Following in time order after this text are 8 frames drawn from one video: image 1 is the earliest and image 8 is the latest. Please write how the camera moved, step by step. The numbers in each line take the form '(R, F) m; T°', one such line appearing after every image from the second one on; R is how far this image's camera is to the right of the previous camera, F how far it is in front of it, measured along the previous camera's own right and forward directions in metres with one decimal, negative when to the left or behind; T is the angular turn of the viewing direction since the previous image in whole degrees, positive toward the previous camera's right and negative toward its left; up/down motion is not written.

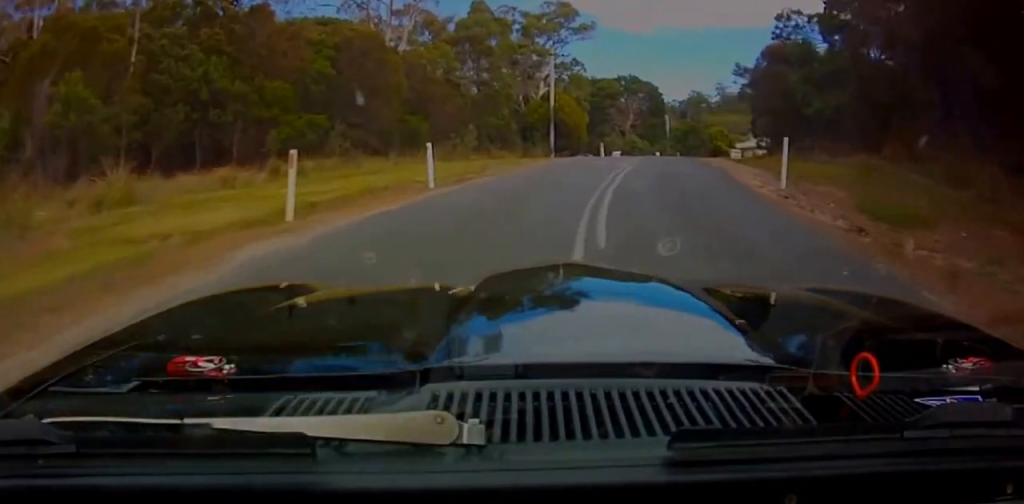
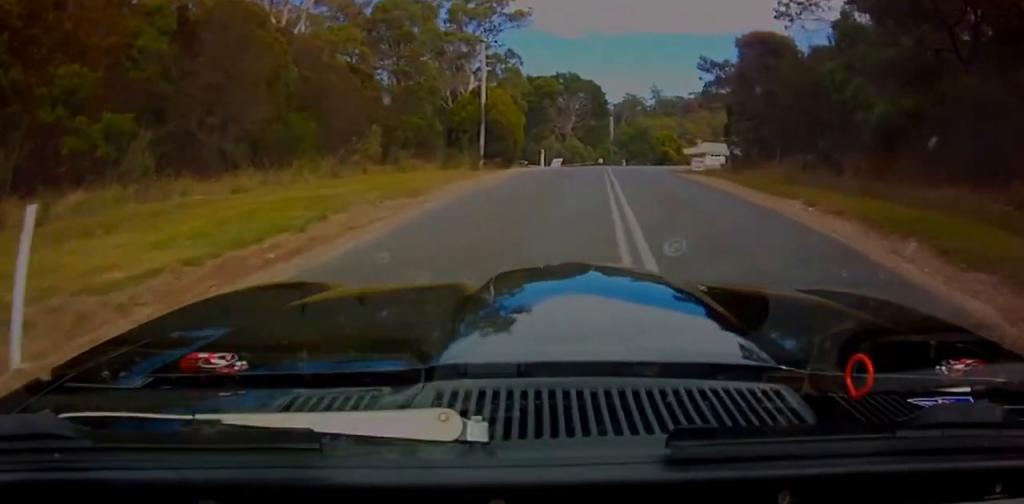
(+2.4, +11.1) m; +9°
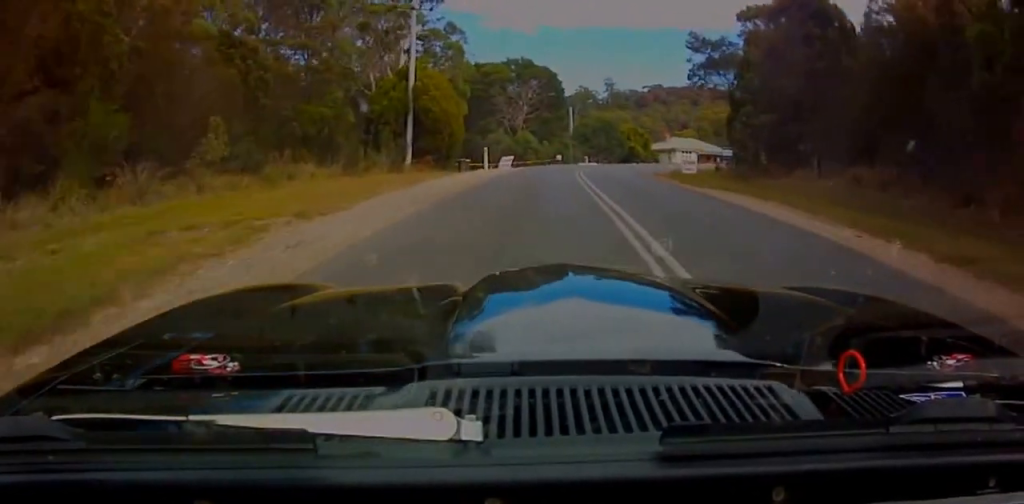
(+0.8, +11.4) m; +4°
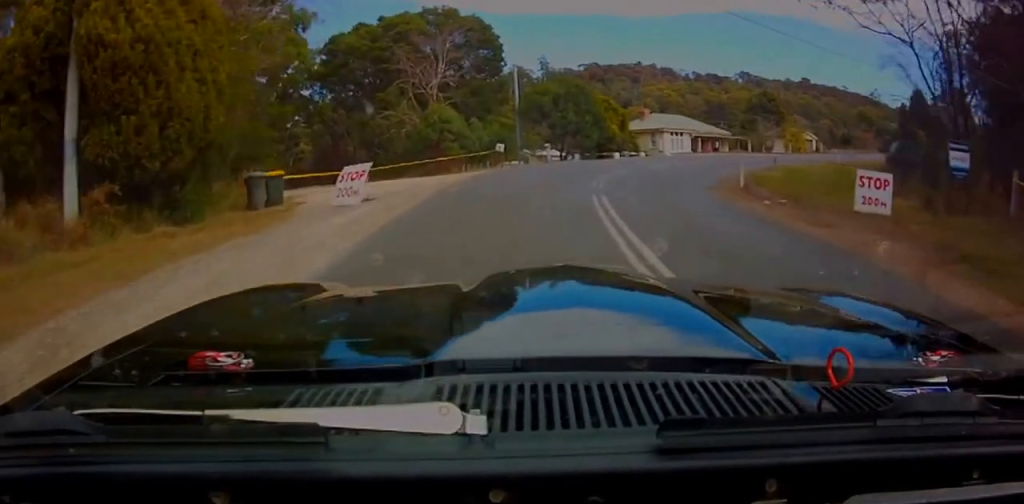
(+1.1, +28.6) m; +9°
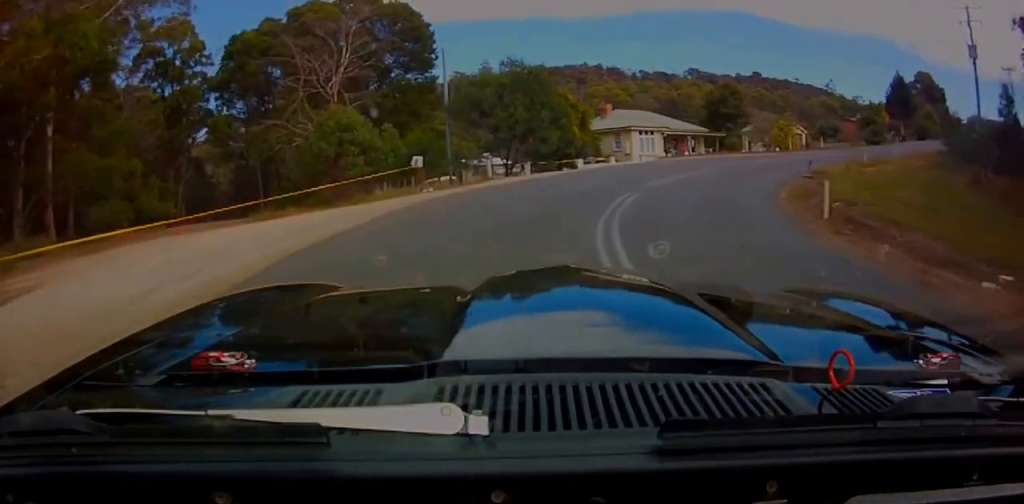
(+0.7, +10.7) m; +9°
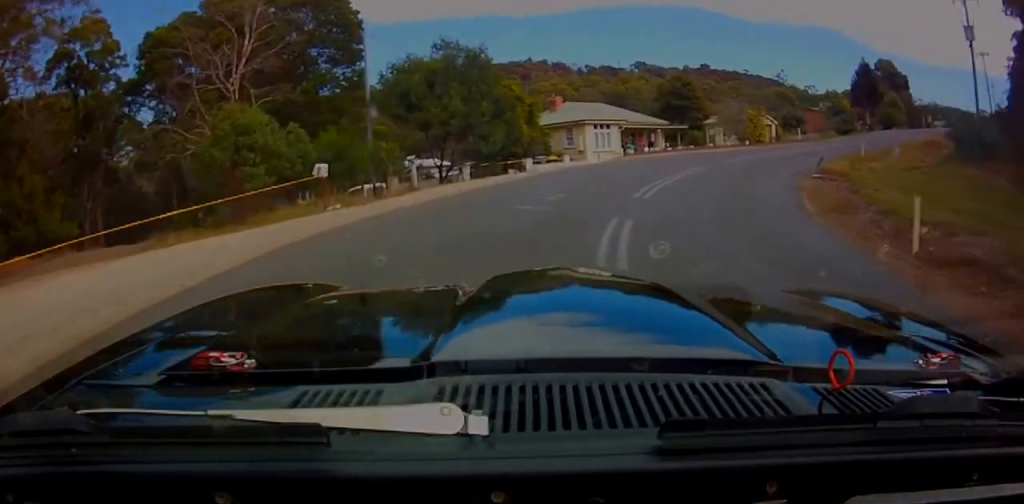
(+0.3, +5.3) m; +6°
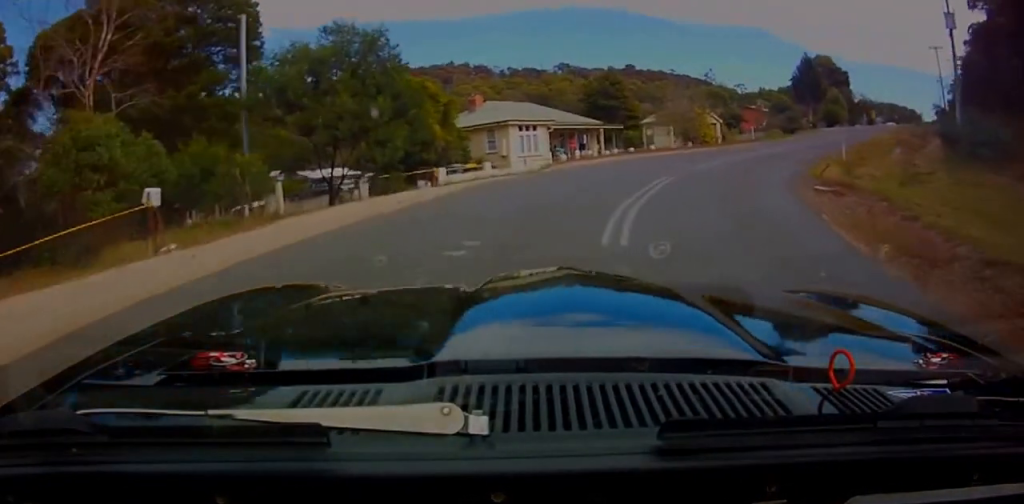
(+0.1, +5.2) m; +6°
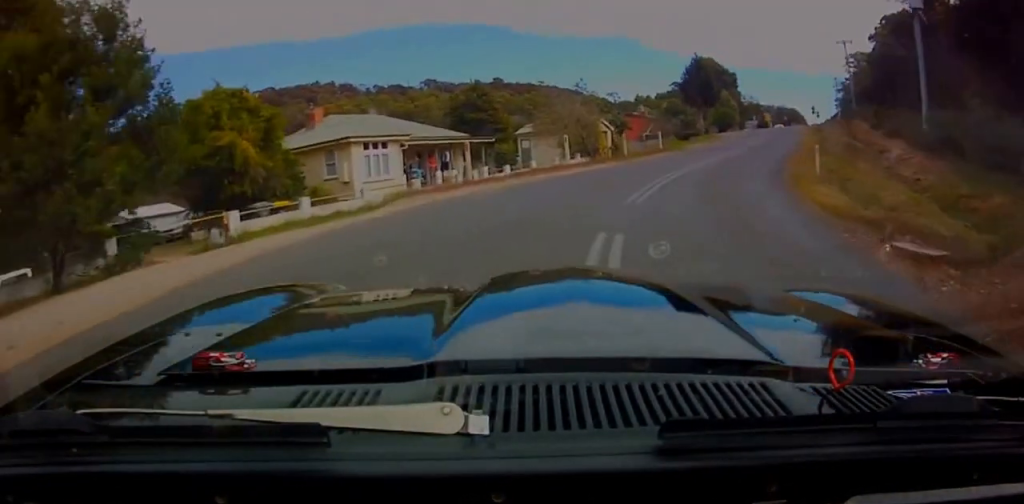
(+0.7, +8.2) m; +10°
